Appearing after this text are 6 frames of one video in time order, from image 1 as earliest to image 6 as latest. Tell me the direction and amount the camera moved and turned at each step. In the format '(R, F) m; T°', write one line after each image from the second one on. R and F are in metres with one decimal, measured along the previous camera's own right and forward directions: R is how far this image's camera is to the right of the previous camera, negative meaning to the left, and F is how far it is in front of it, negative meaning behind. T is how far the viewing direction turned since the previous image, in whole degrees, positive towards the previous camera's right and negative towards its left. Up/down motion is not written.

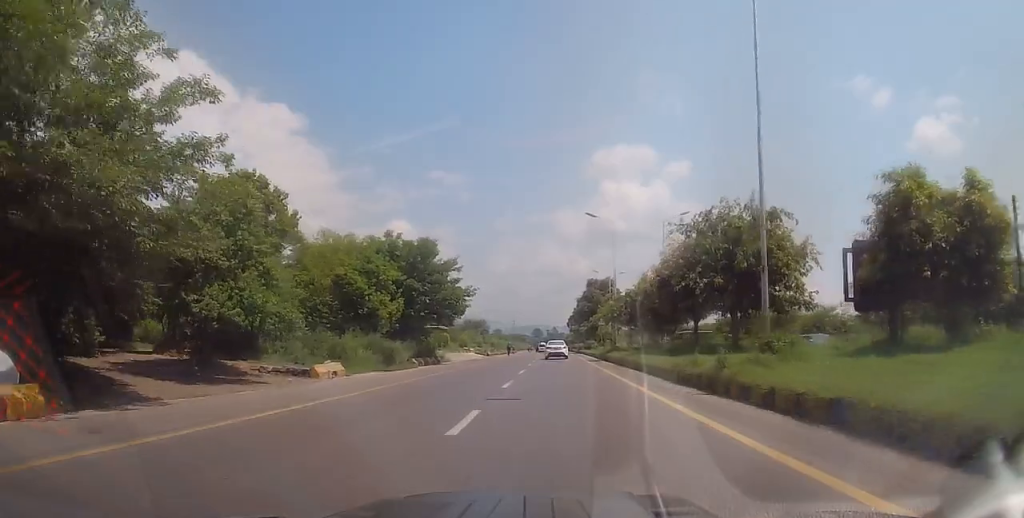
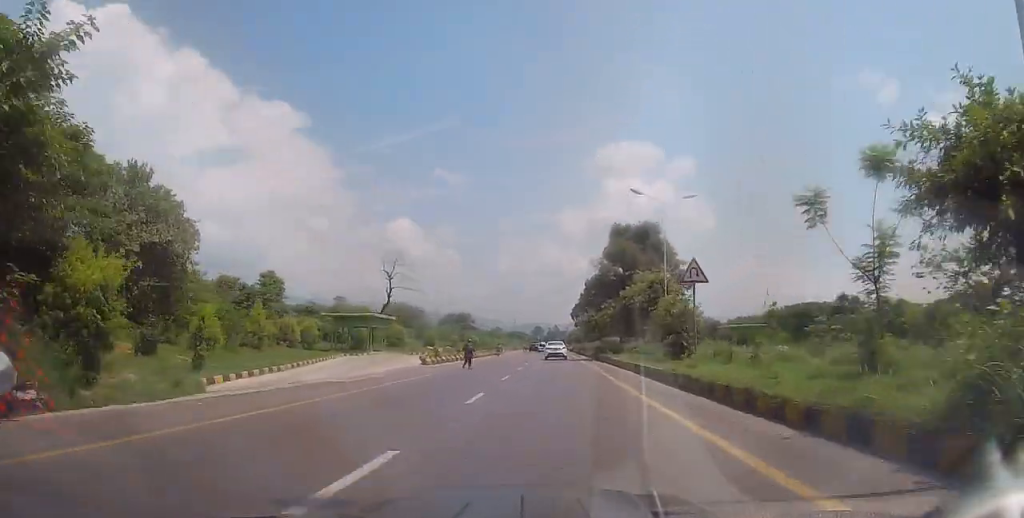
(+0.4, +39.2) m; 0°
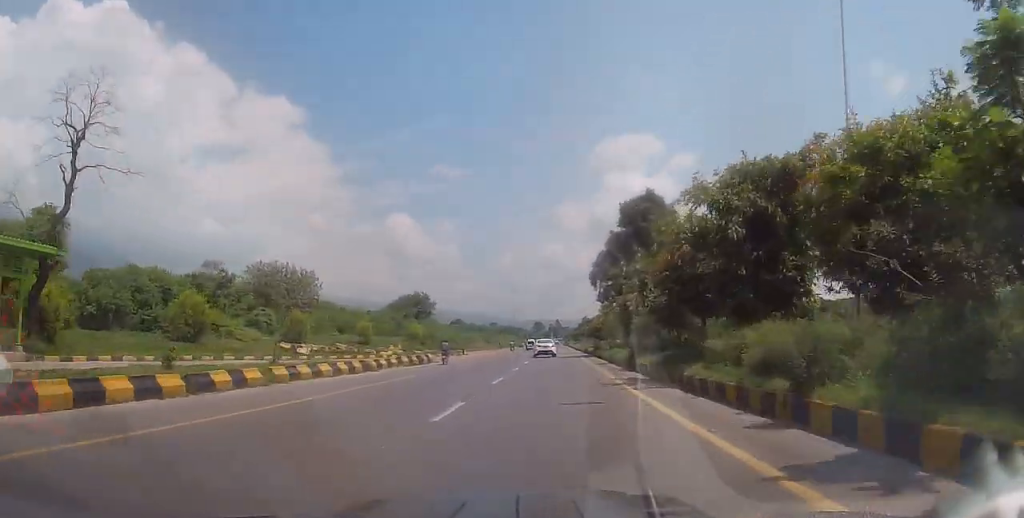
(-1.0, +56.2) m; -1°
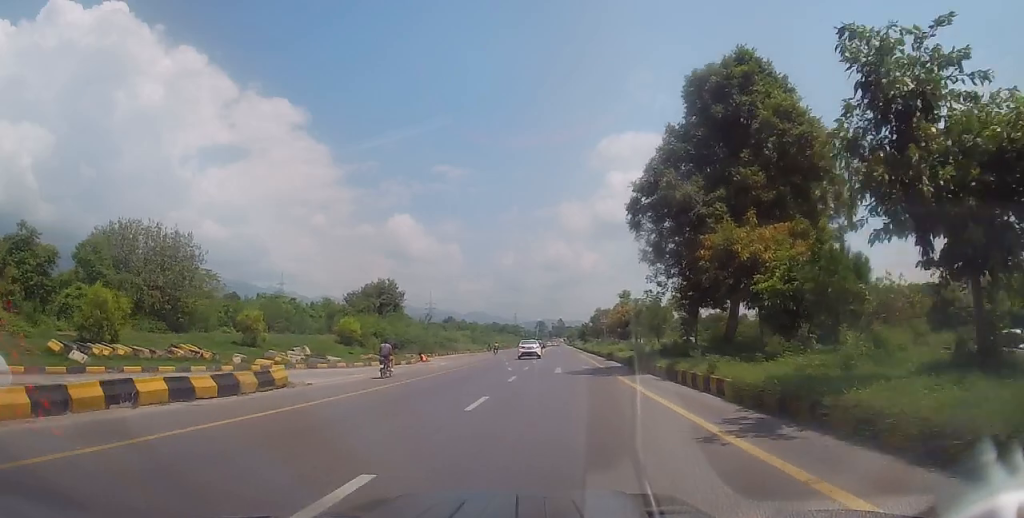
(-0.4, +25.1) m; -2°
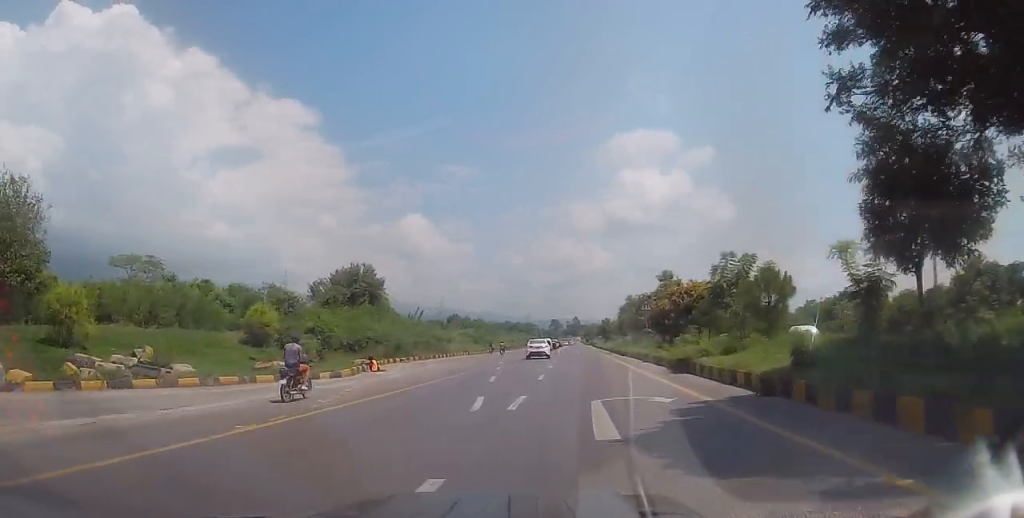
(-0.3, +17.6) m; 0°
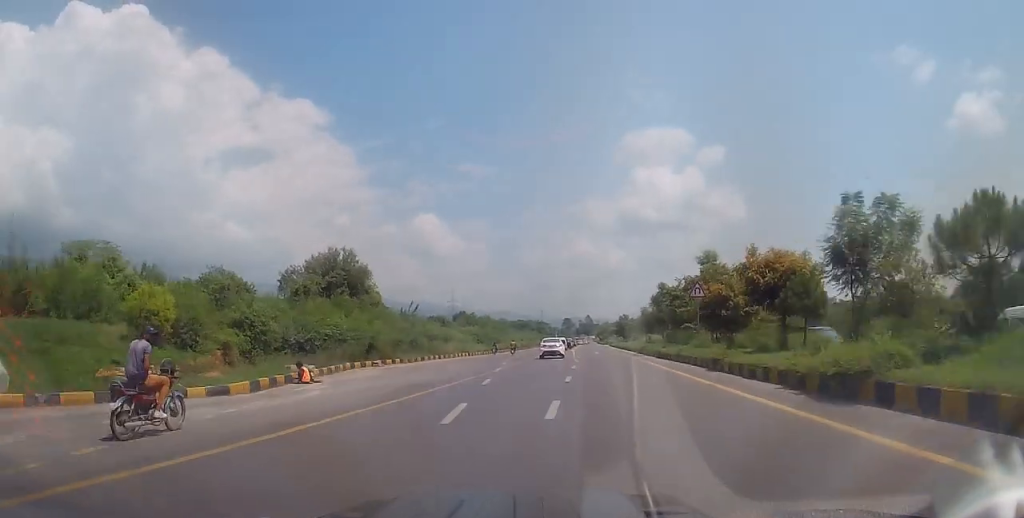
(+0.4, +10.8) m; 0°
